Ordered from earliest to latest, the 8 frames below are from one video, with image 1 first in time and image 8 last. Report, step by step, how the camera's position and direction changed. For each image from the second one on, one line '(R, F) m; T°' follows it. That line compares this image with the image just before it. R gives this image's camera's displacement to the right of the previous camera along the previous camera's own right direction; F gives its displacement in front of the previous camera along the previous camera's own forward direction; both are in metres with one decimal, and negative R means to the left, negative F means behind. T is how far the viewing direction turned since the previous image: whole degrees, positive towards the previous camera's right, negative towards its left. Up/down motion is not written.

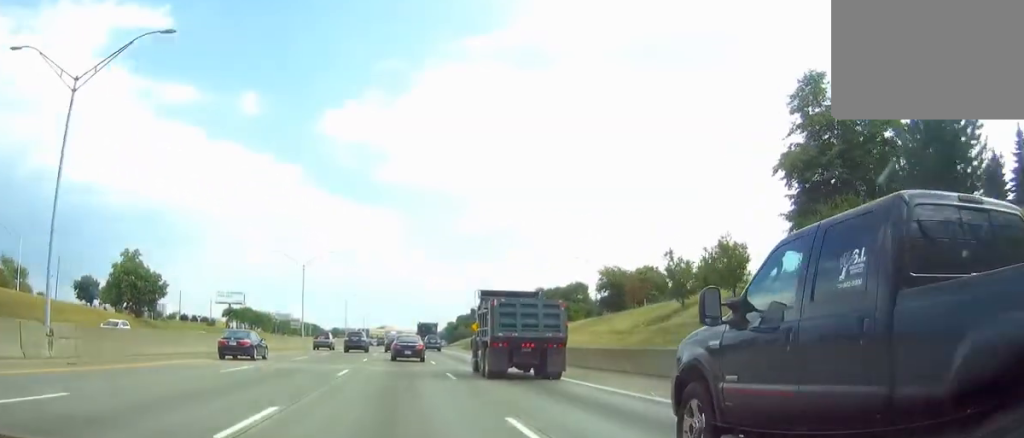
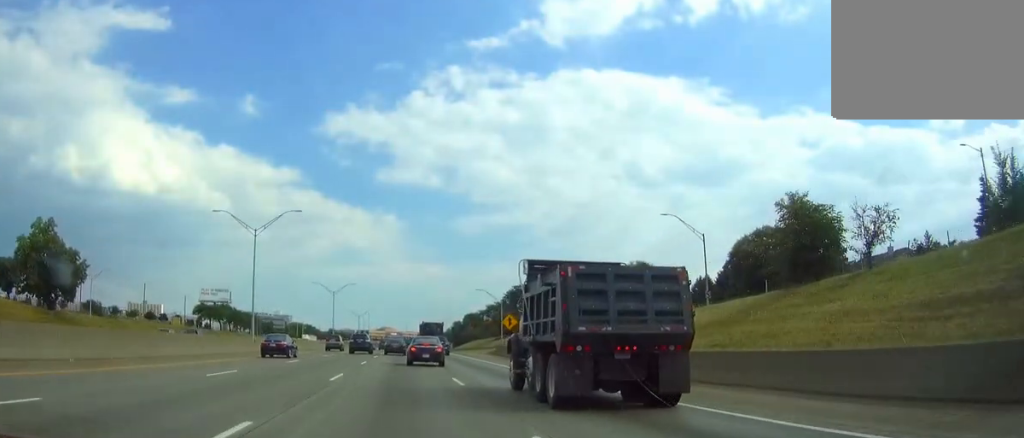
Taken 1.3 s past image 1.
(-0.3, +30.9) m; -1°
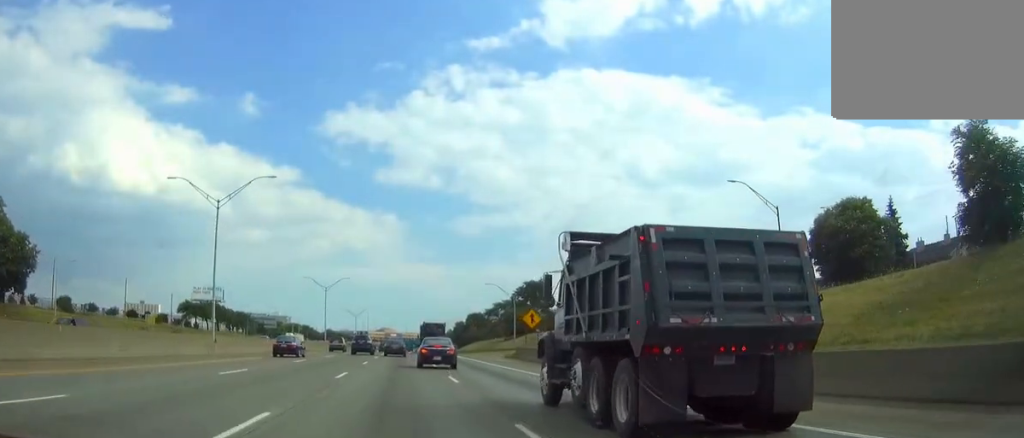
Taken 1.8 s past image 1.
(0.0, +13.2) m; 0°
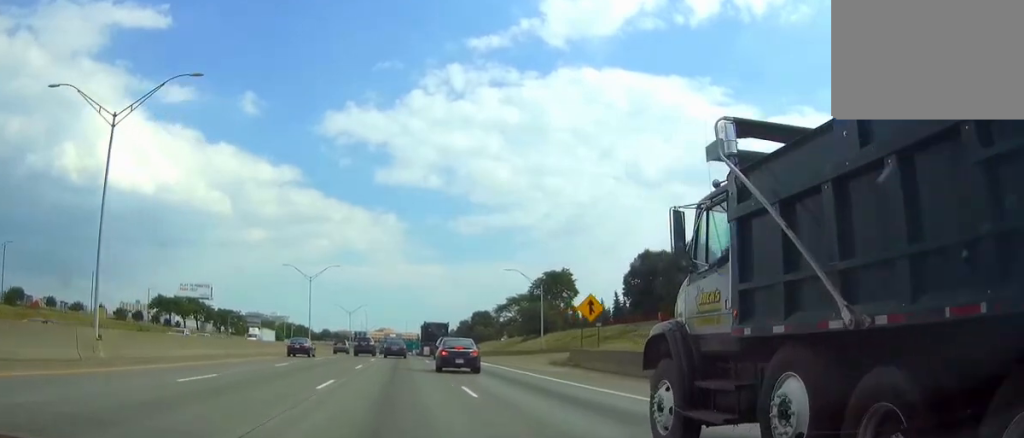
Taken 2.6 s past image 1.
(-0.2, +19.5) m; -1°
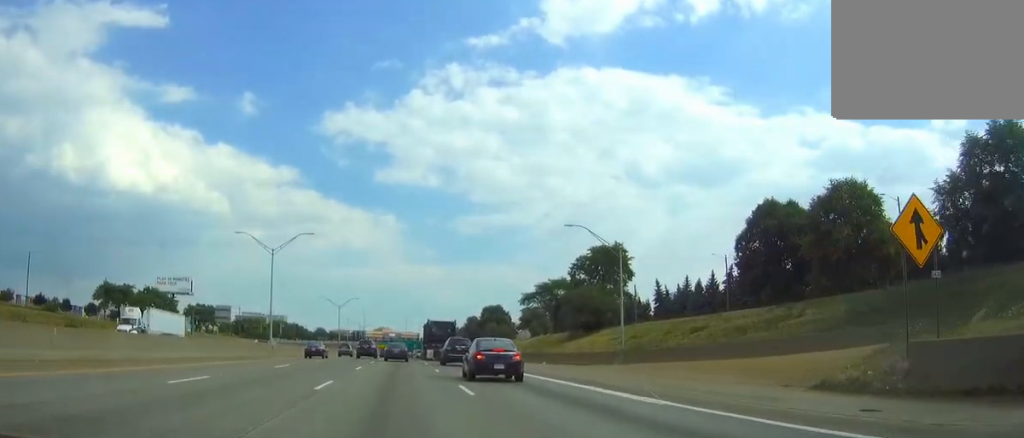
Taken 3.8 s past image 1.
(-0.2, +29.2) m; 0°
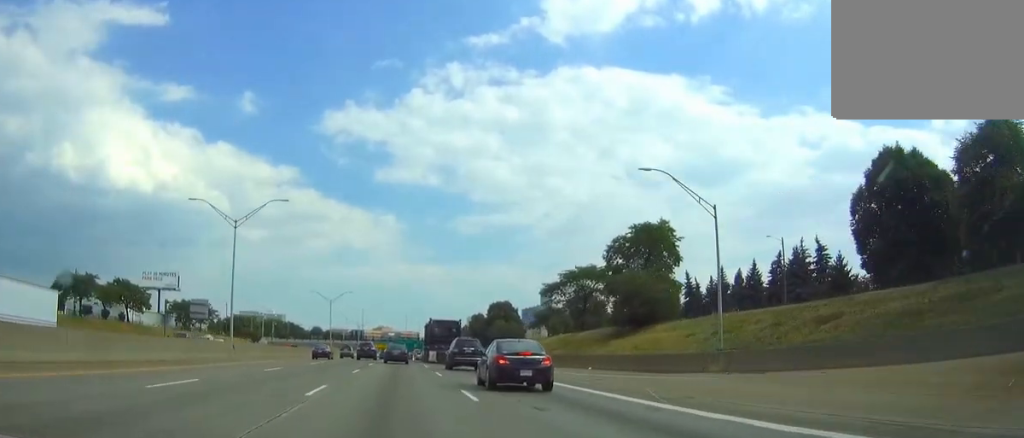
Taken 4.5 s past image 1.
(0.0, +16.1) m; 0°
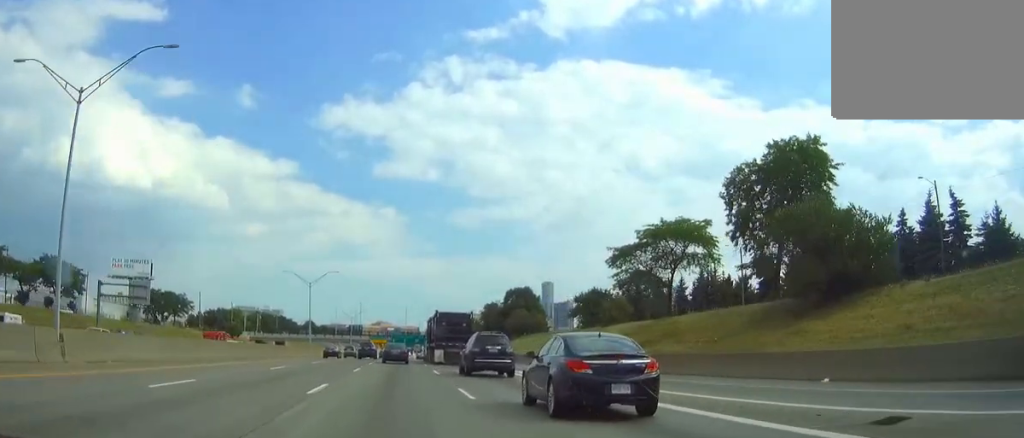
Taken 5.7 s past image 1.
(0.0, +29.4) m; 0°
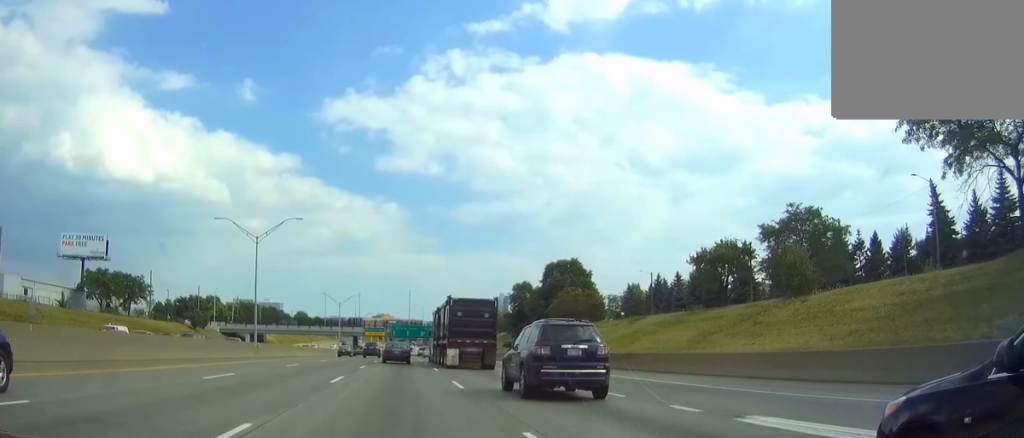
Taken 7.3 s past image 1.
(+0.1, +41.0) m; 0°
